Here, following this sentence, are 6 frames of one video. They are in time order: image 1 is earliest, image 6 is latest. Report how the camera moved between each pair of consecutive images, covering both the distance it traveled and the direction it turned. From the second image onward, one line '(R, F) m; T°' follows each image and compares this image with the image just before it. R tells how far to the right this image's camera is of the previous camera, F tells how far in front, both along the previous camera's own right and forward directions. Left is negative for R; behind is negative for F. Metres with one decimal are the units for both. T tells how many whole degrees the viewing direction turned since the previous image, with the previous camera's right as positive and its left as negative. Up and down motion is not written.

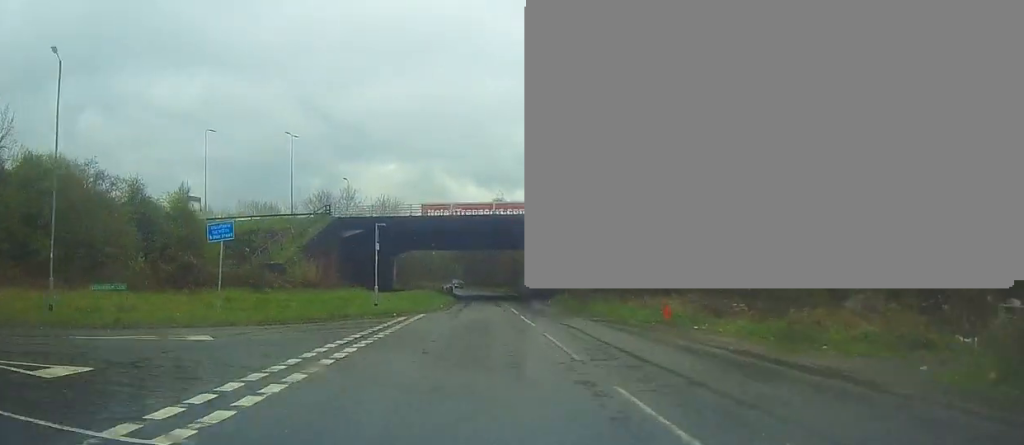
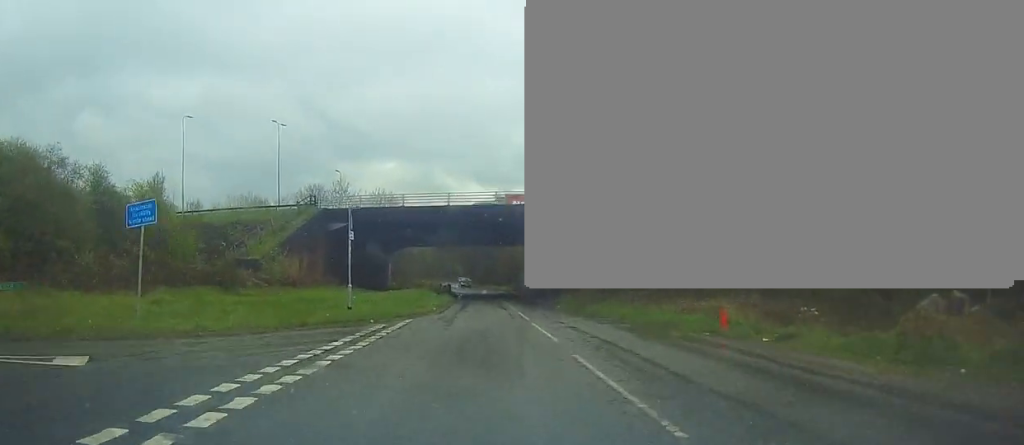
(+0.1, +5.6) m; 0°
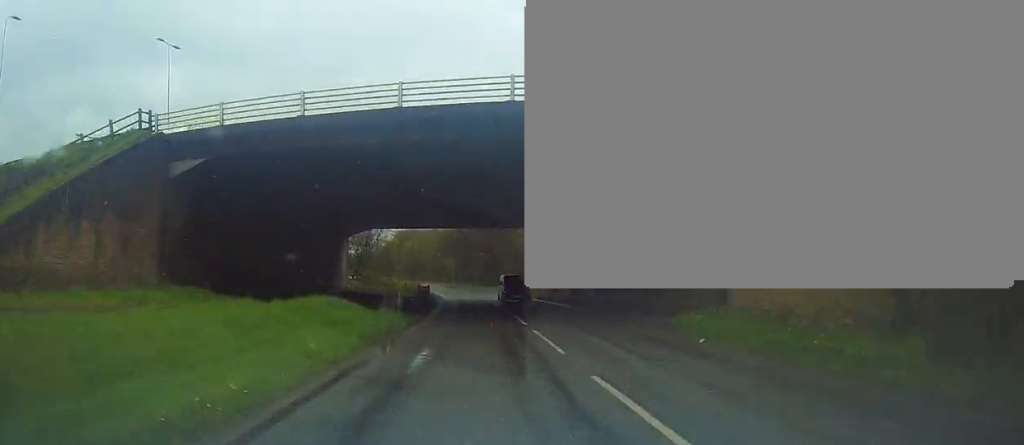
(+0.2, +28.9) m; +1°
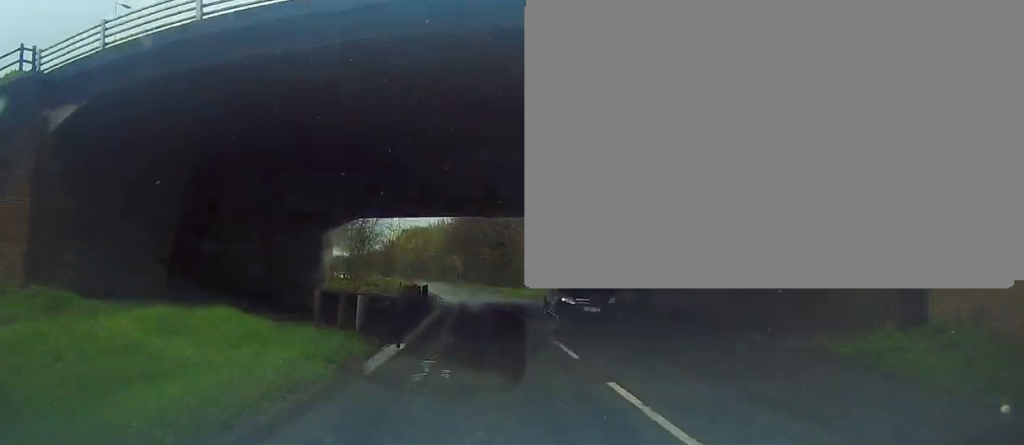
(-0.3, +9.7) m; -1°
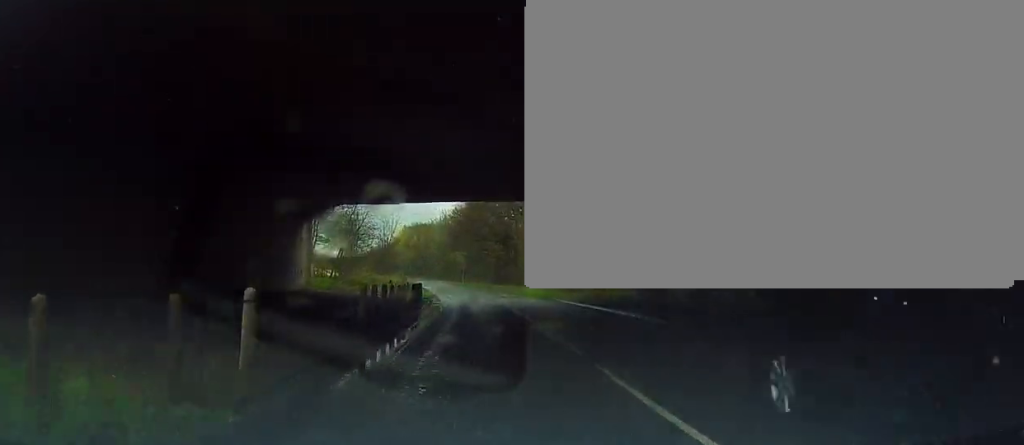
(-0.1, +7.8) m; 0°
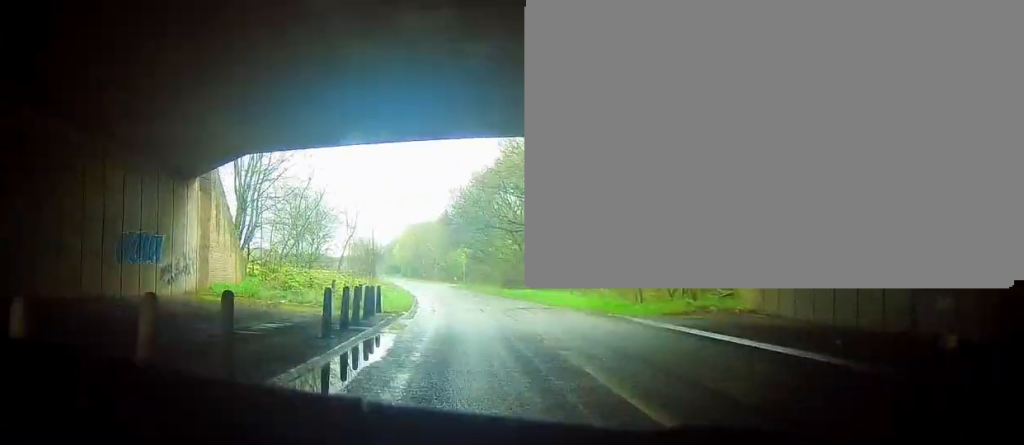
(+0.4, +17.7) m; +2°
